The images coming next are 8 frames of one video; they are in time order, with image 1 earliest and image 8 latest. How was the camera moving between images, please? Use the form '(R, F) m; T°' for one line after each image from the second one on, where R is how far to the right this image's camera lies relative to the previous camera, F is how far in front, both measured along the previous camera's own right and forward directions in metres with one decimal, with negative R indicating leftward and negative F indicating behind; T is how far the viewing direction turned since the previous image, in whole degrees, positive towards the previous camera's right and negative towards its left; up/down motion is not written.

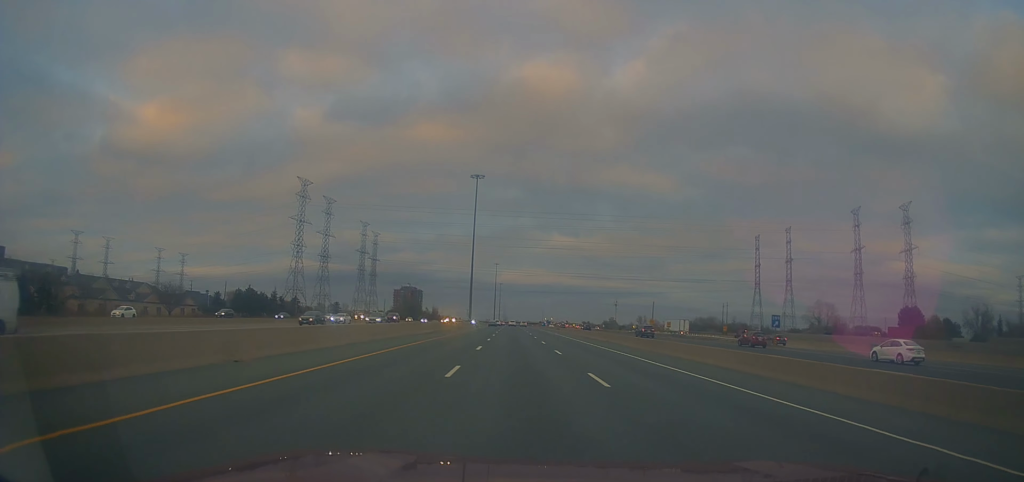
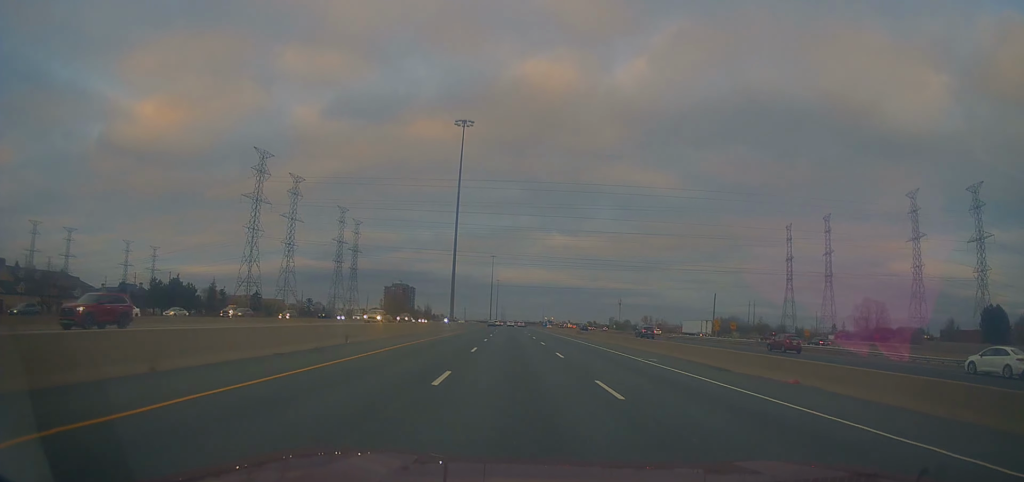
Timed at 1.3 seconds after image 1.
(+0.4, +38.4) m; +1°
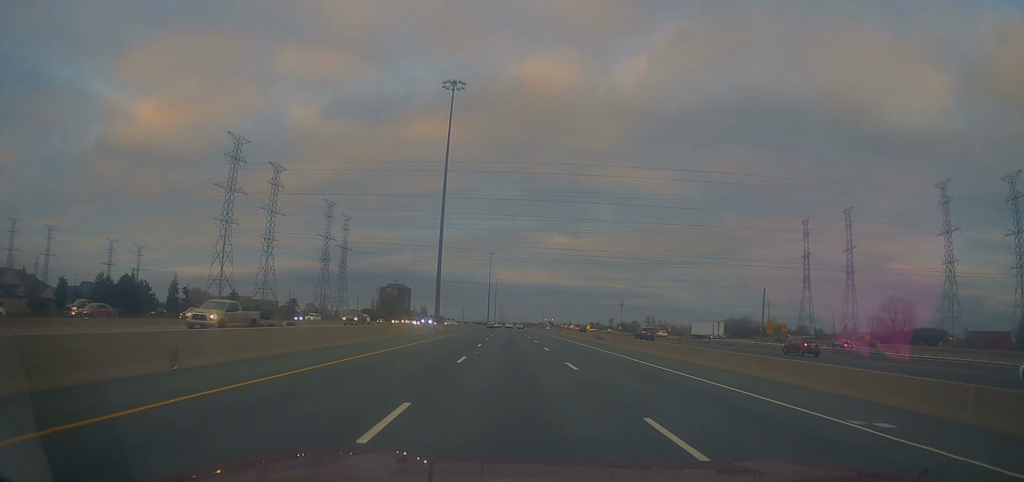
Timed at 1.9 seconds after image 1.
(0.0, +17.7) m; 0°
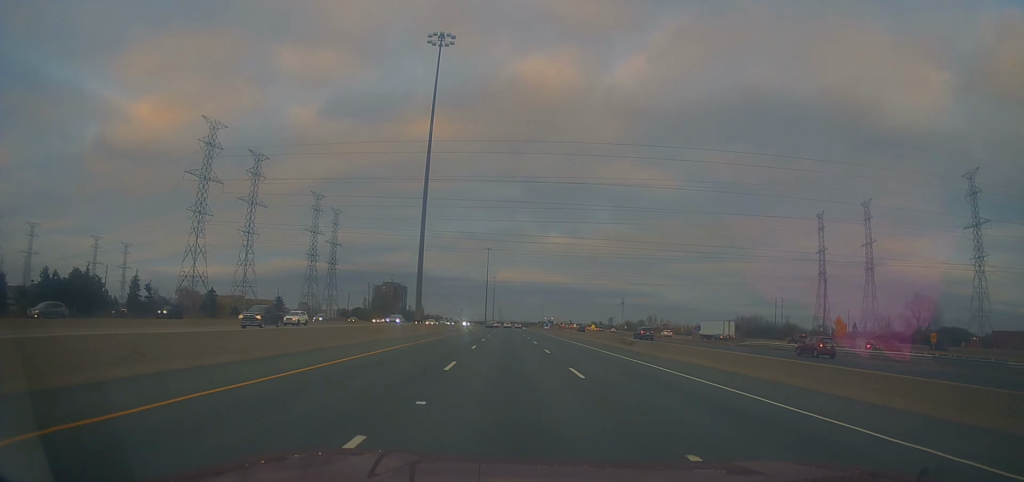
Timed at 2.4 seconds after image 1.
(0.0, +14.8) m; 0°
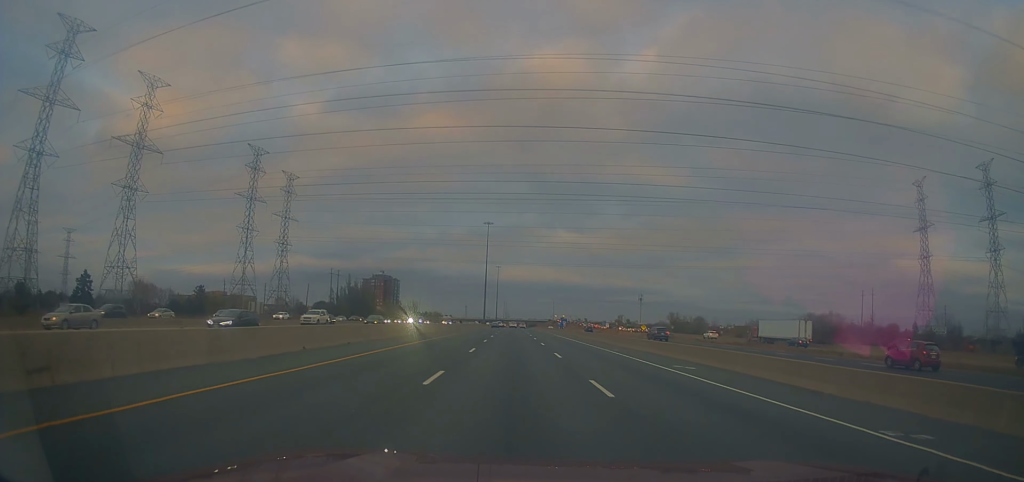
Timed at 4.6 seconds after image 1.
(-1.0, +65.1) m; -1°
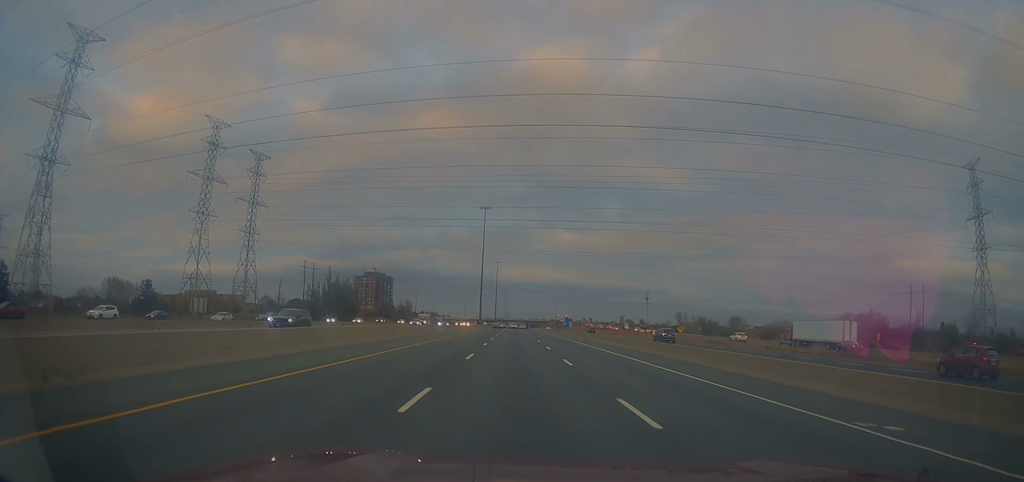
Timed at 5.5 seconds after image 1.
(+0.2, +27.5) m; 0°
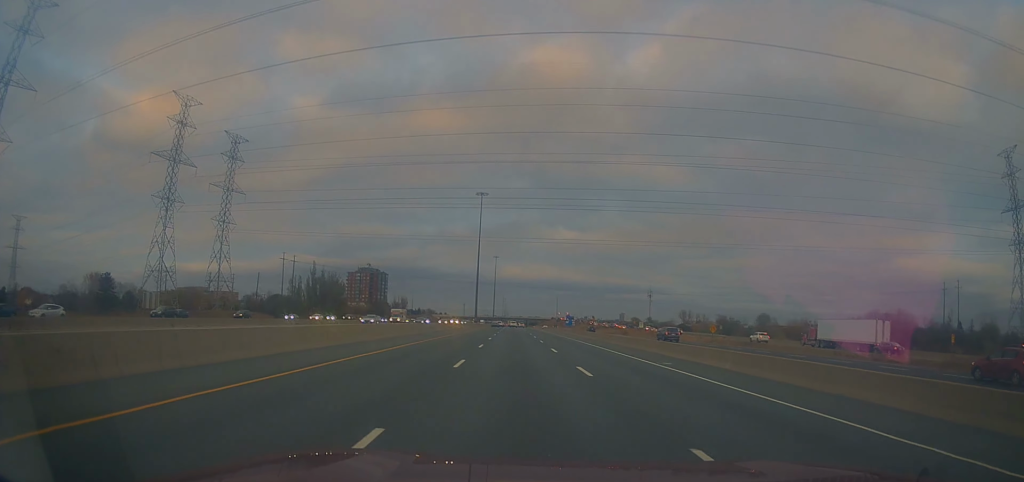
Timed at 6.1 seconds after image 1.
(+0.3, +16.8) m; -1°
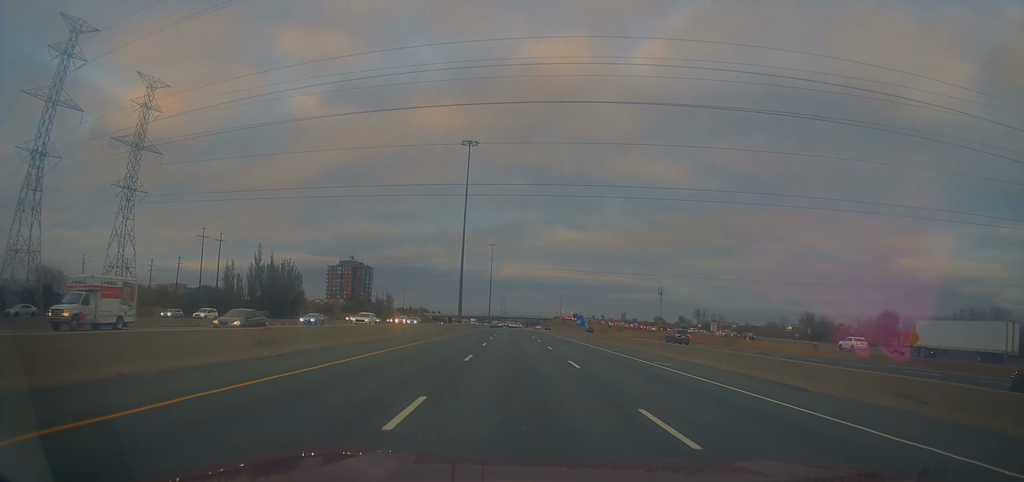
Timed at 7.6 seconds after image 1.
(-0.9, +45.6) m; 0°
